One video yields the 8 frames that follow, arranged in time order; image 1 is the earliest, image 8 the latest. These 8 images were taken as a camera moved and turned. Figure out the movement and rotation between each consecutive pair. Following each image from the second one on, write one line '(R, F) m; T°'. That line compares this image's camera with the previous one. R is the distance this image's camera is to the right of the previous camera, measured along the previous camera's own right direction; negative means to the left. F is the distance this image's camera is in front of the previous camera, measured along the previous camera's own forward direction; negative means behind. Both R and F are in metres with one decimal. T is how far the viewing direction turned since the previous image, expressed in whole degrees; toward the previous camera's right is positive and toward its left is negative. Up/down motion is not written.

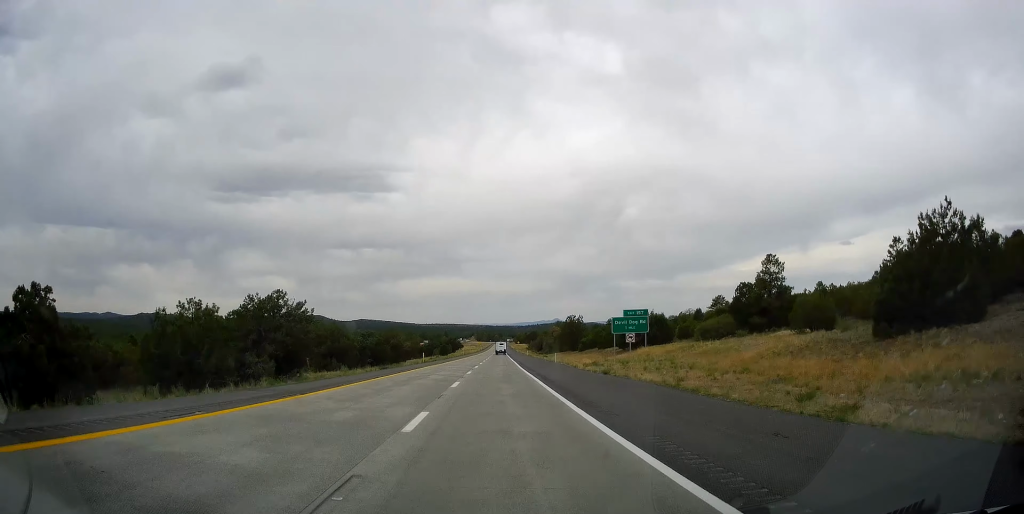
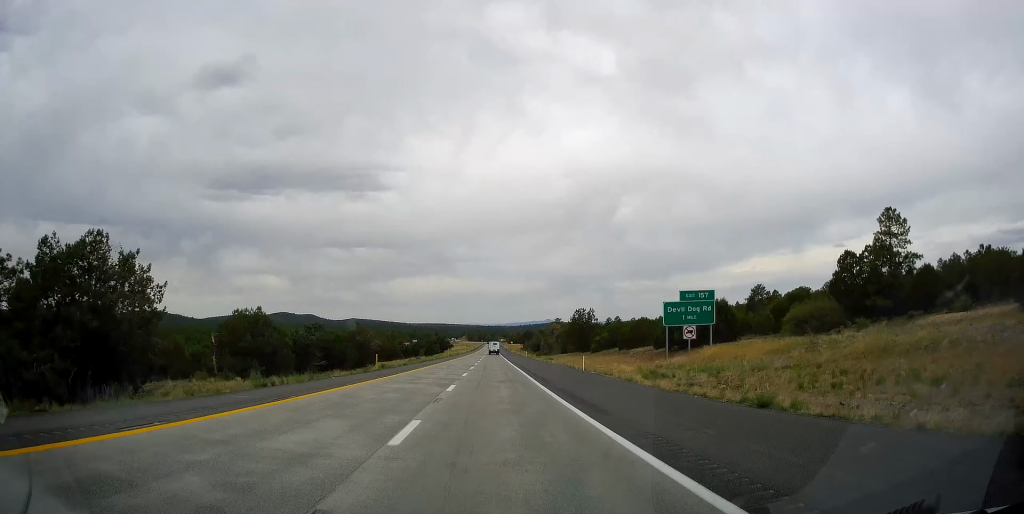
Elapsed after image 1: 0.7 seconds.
(+0.7, +25.9) m; +2°
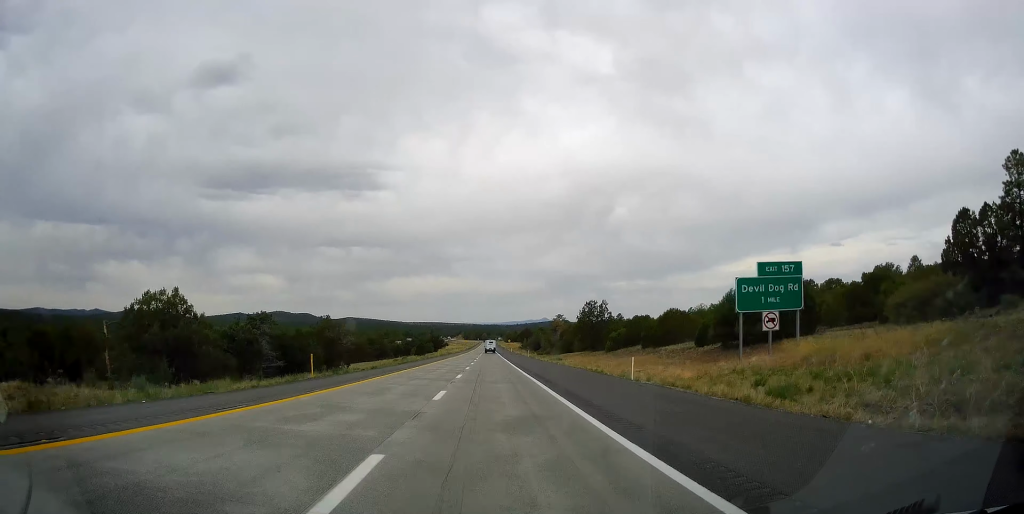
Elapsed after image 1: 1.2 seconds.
(+0.2, +16.5) m; +1°
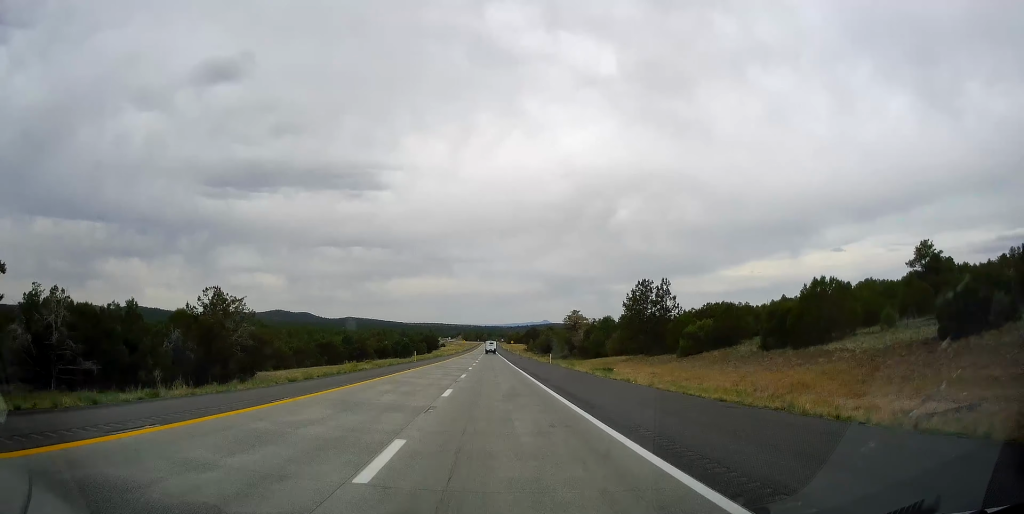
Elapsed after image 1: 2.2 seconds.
(+0.2, +35.2) m; 0°
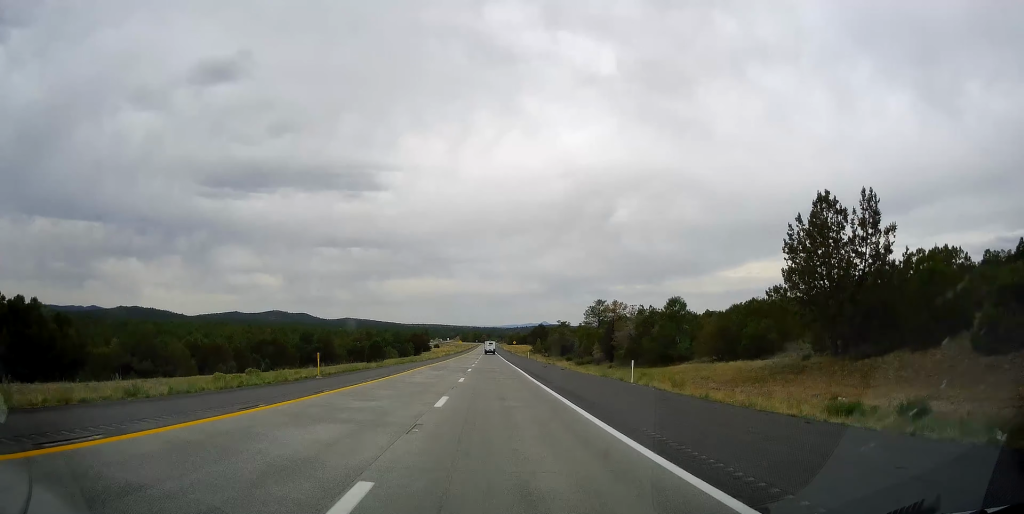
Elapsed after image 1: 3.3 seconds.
(-0.2, +39.8) m; 0°
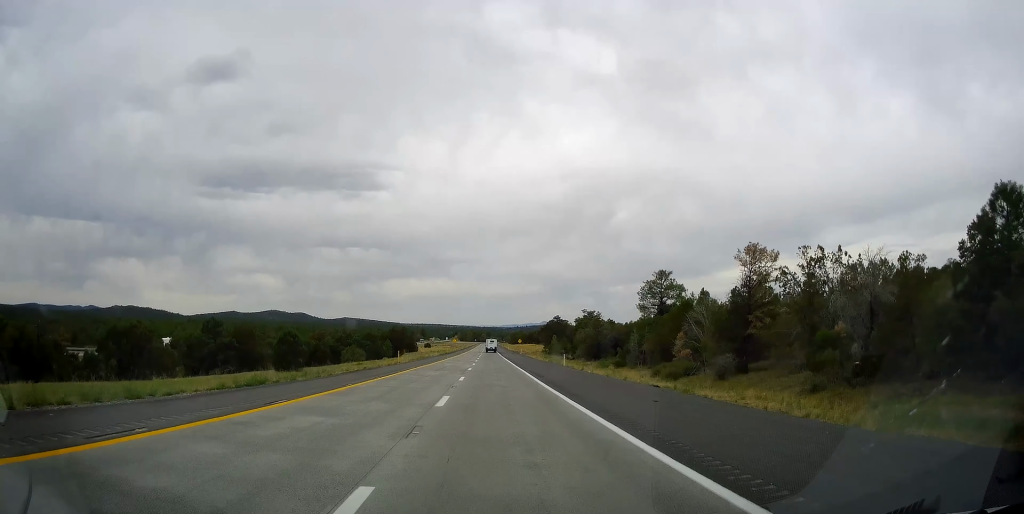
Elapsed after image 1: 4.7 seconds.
(-0.1, +49.4) m; 0°
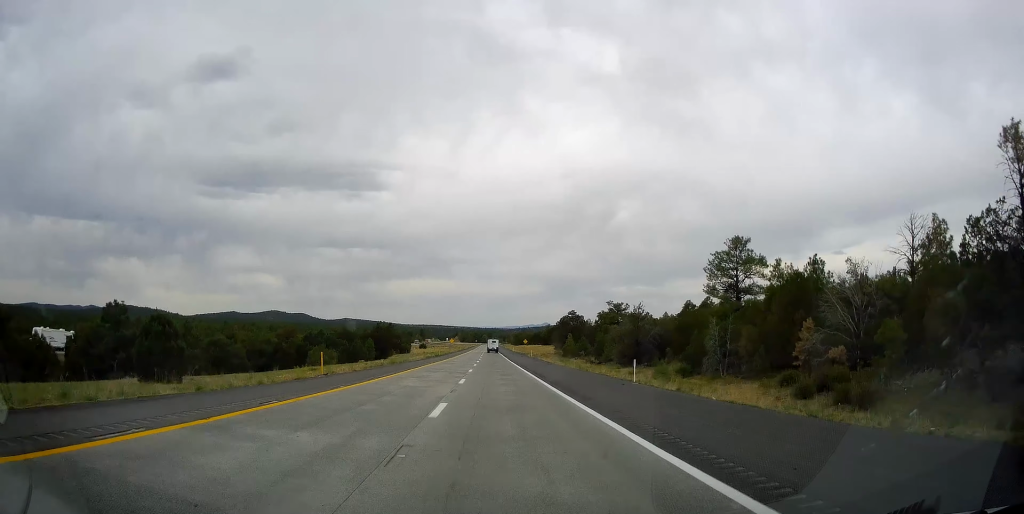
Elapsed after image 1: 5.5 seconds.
(+0.2, +27.0) m; 0°
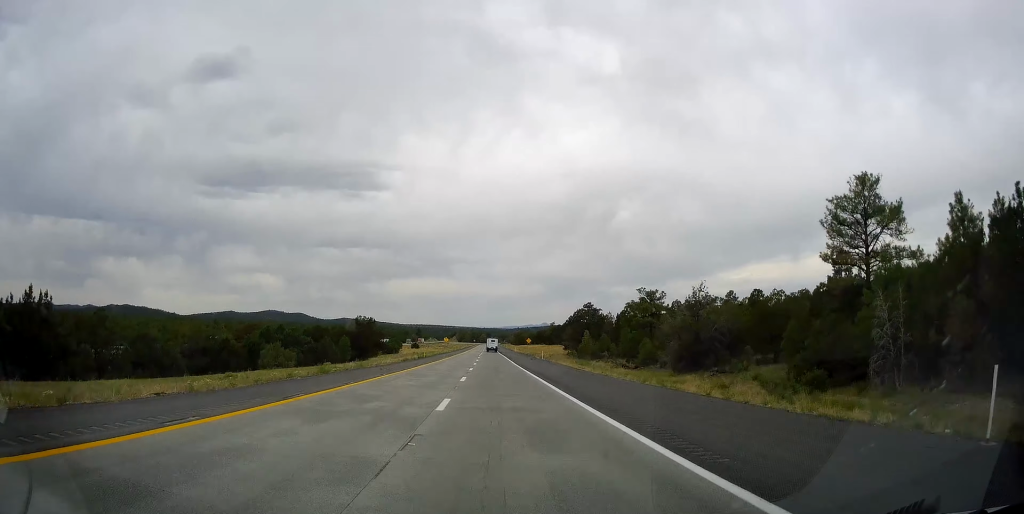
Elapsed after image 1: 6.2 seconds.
(+0.1, +23.4) m; 0°
